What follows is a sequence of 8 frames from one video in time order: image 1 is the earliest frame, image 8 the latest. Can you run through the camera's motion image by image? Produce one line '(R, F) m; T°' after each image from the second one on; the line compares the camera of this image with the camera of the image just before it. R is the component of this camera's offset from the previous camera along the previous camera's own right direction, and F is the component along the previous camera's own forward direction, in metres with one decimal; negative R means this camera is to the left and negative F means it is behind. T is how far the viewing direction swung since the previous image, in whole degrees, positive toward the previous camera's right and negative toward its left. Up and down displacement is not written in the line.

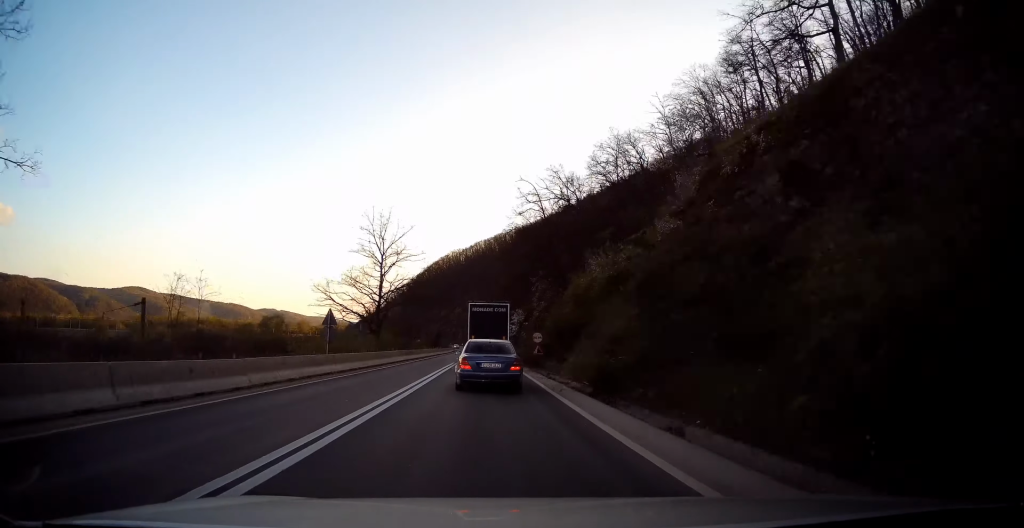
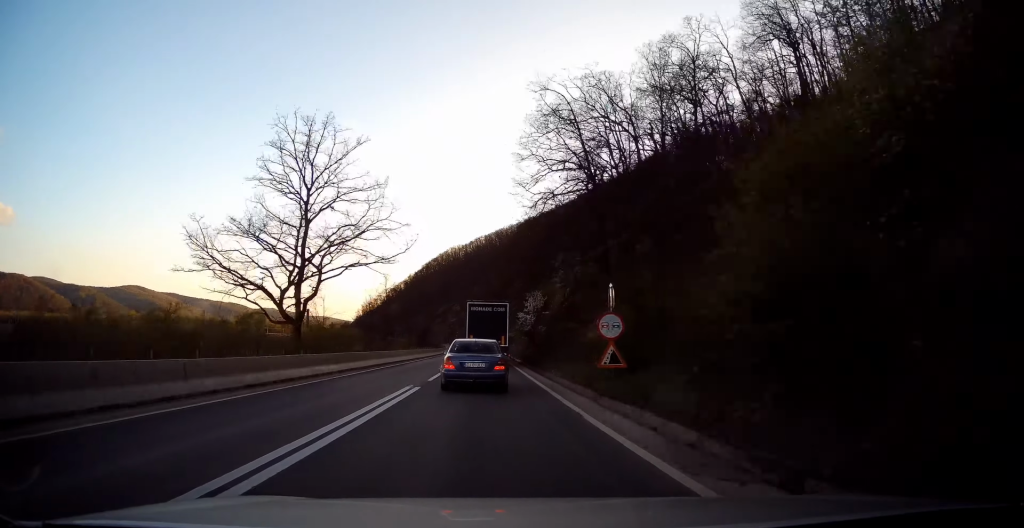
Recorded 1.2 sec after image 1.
(-0.6, +21.1) m; -2°
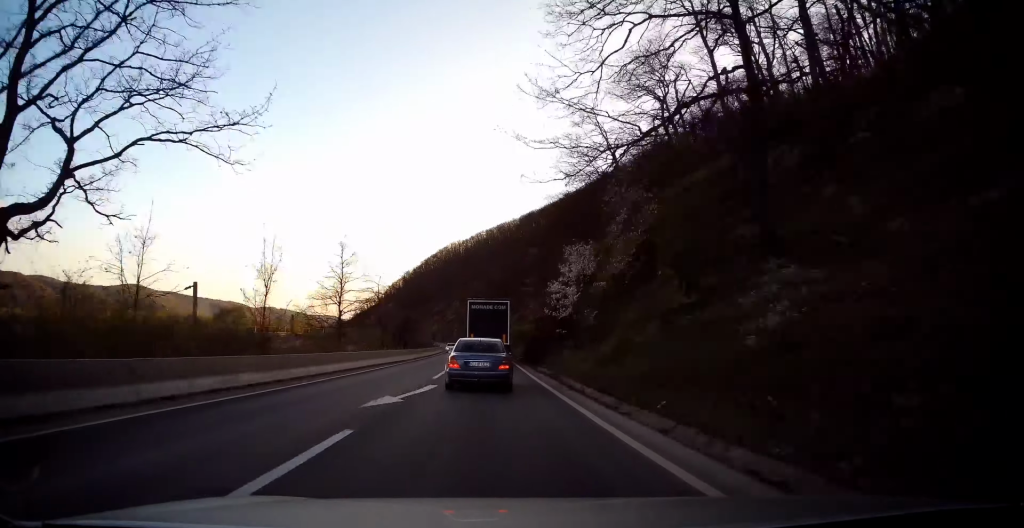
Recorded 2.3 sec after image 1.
(0.0, +20.1) m; 0°
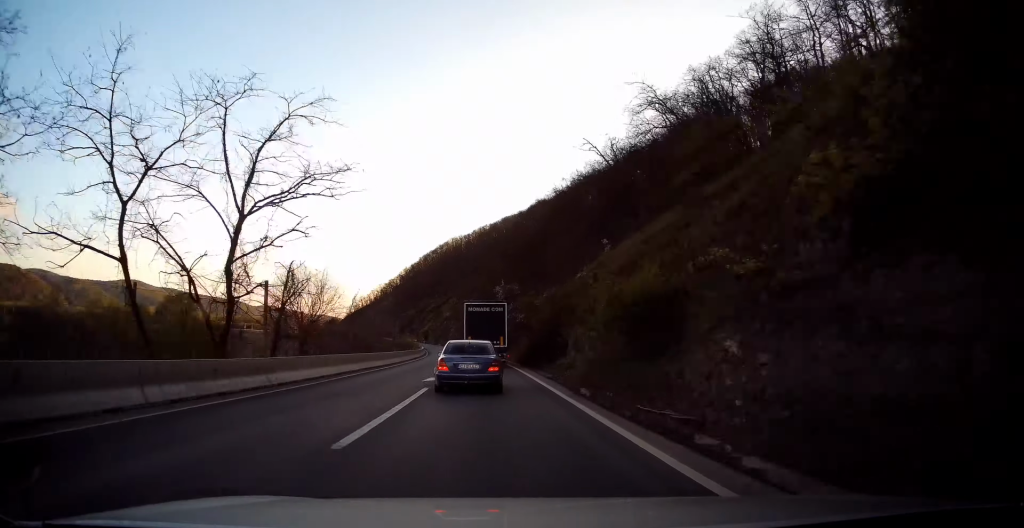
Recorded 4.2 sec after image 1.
(0.0, +36.3) m; 0°
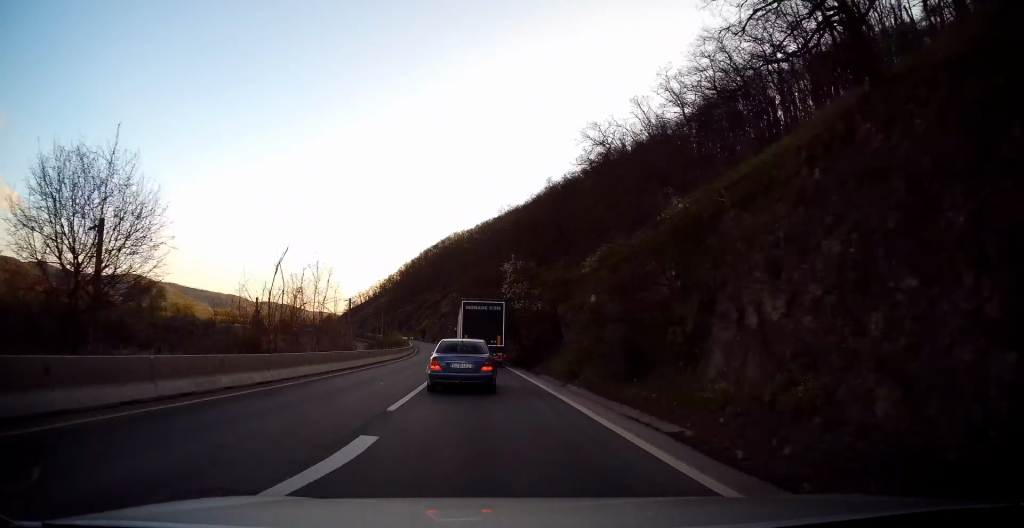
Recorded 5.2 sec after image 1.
(0.0, +17.3) m; -1°
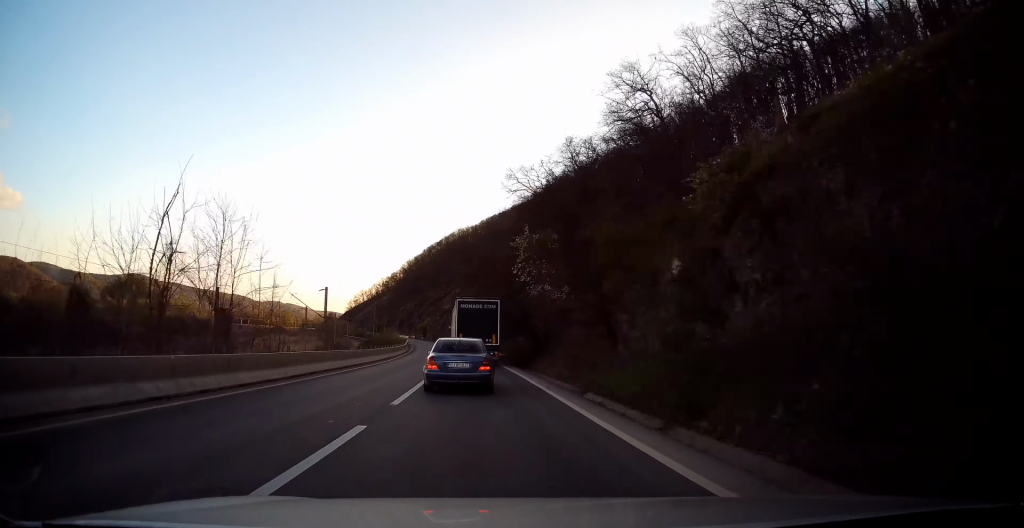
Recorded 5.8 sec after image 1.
(-0.4, +11.1) m; 0°
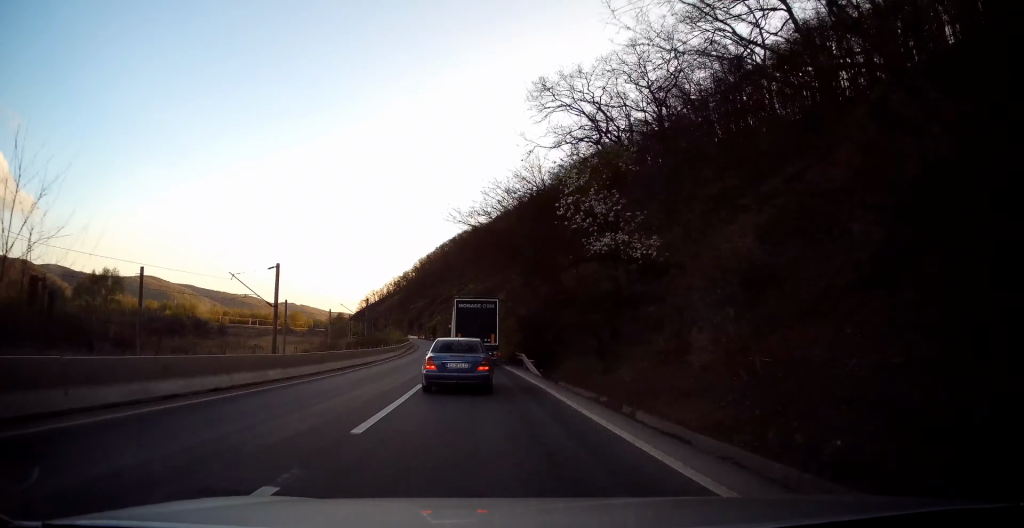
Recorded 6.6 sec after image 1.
(+0.1, +15.5) m; 0°
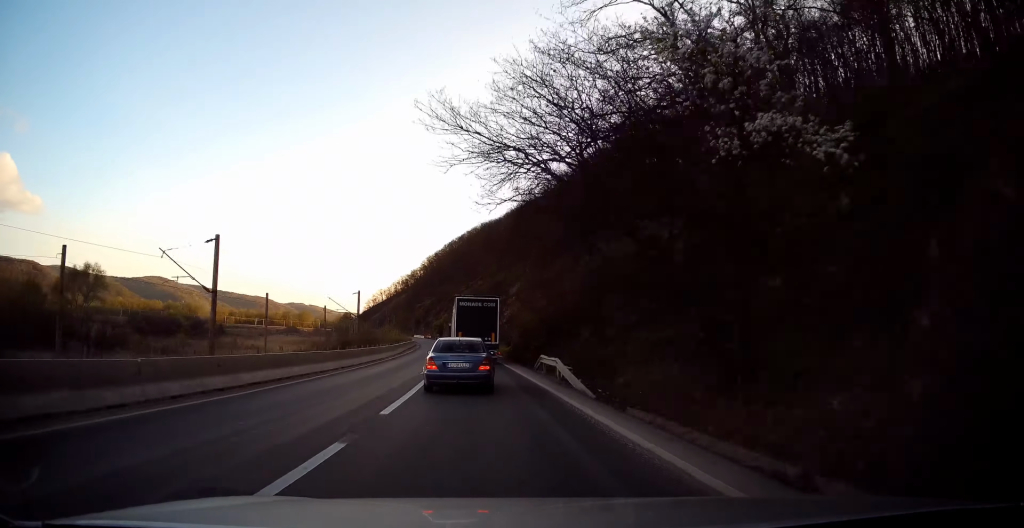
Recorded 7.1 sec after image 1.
(+0.1, +9.9) m; 0°
